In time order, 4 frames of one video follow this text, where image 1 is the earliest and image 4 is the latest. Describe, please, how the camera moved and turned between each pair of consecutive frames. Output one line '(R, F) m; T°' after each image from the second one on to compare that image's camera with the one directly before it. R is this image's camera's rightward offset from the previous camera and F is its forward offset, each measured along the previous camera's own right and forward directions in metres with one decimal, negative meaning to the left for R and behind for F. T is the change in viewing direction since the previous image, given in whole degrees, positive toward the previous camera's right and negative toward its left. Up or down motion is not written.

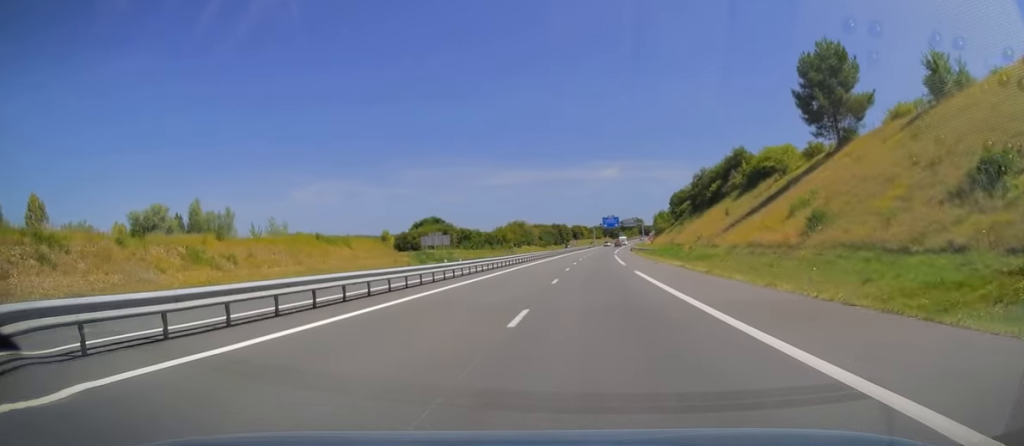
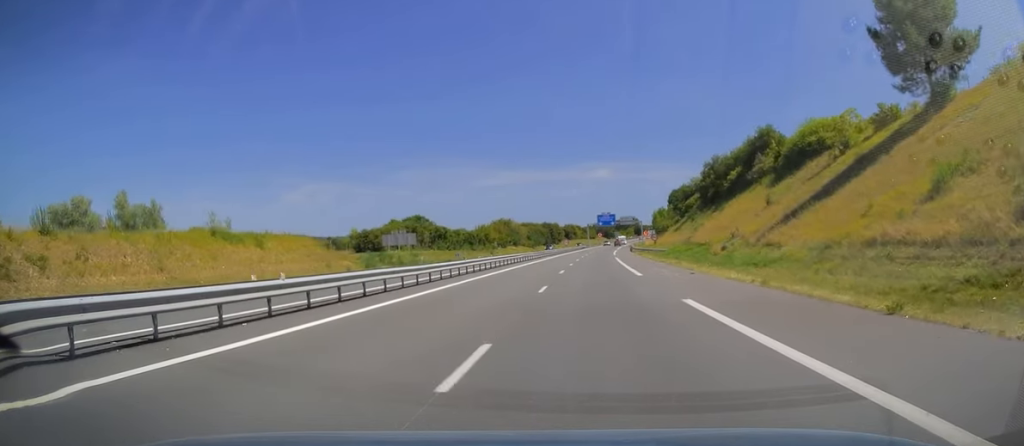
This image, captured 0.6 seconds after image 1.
(+0.1, +18.1) m; 0°
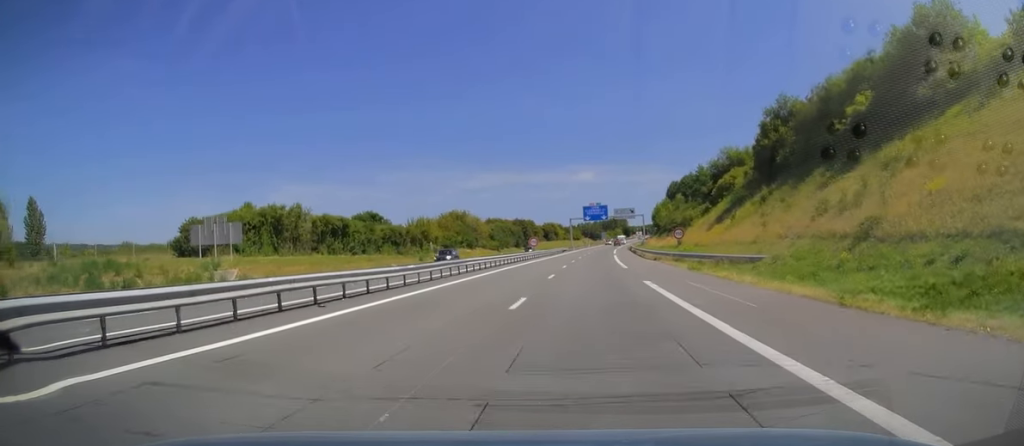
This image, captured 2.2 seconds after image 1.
(+0.4, +45.0) m; +1°
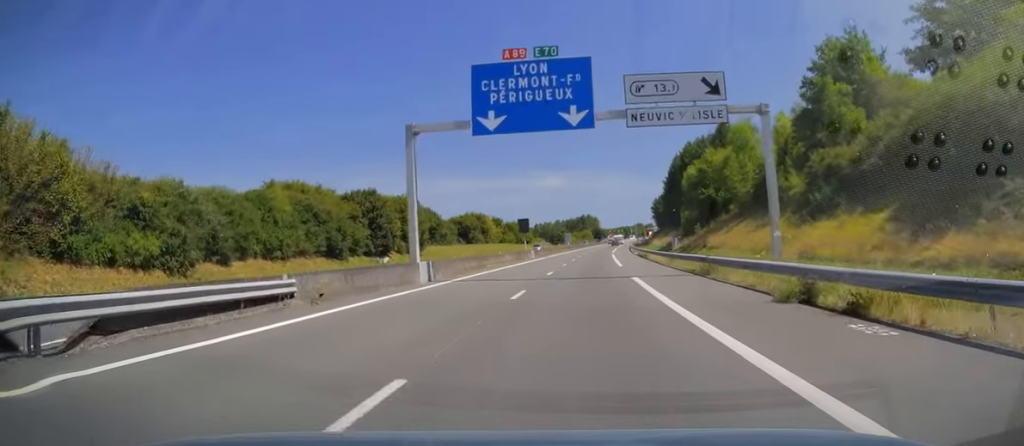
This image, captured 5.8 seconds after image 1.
(+3.6, +102.9) m; +3°
